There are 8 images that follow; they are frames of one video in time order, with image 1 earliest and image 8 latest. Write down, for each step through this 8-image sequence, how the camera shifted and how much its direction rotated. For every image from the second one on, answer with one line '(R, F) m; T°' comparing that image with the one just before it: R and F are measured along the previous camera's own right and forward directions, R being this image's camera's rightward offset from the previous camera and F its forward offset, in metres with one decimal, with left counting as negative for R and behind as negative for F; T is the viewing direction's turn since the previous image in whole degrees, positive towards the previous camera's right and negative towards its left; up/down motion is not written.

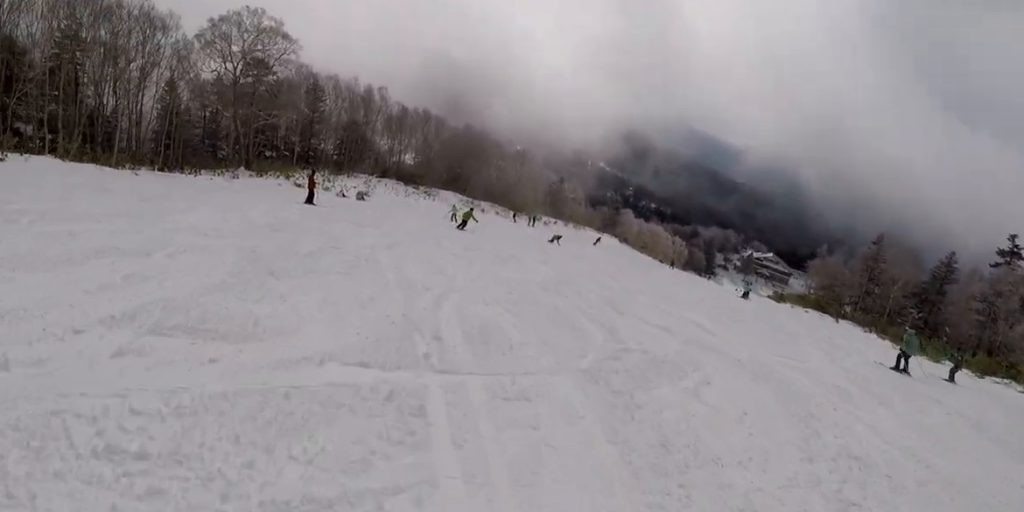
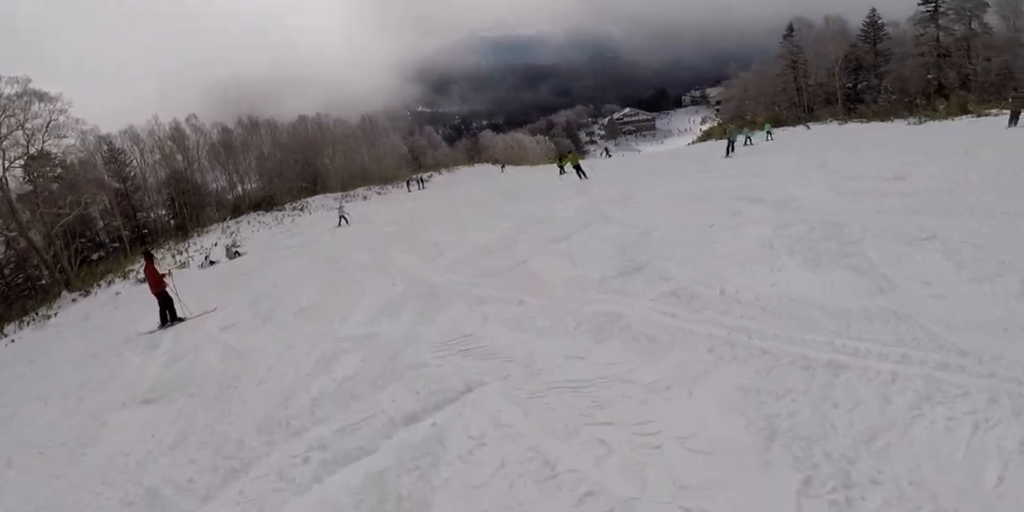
(+0.6, +14.8) m; +27°
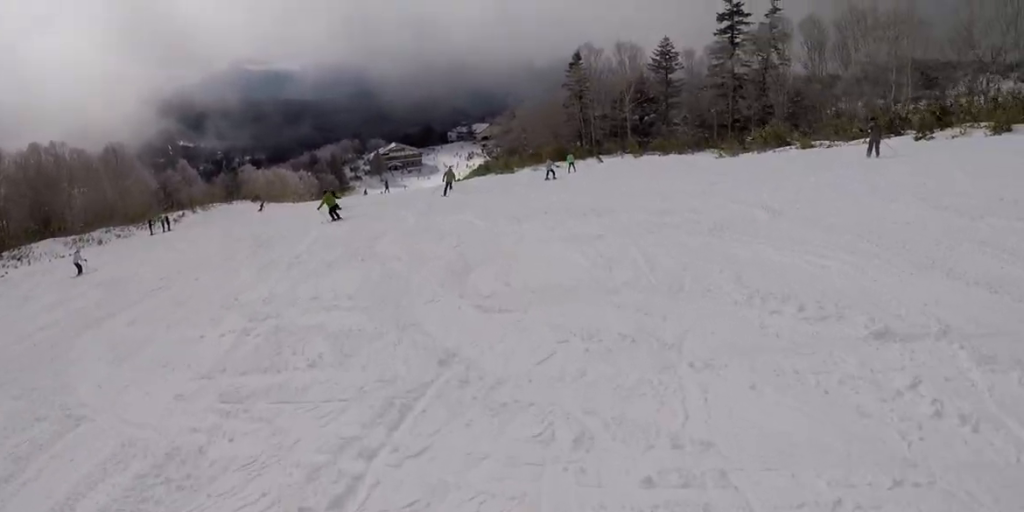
(+1.9, +7.3) m; +17°
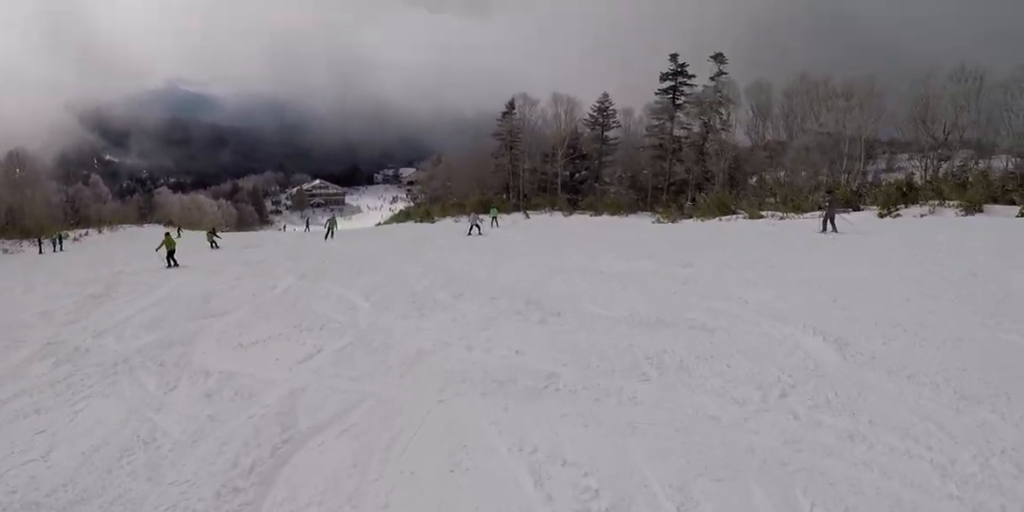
(+0.1, +4.4) m; 0°
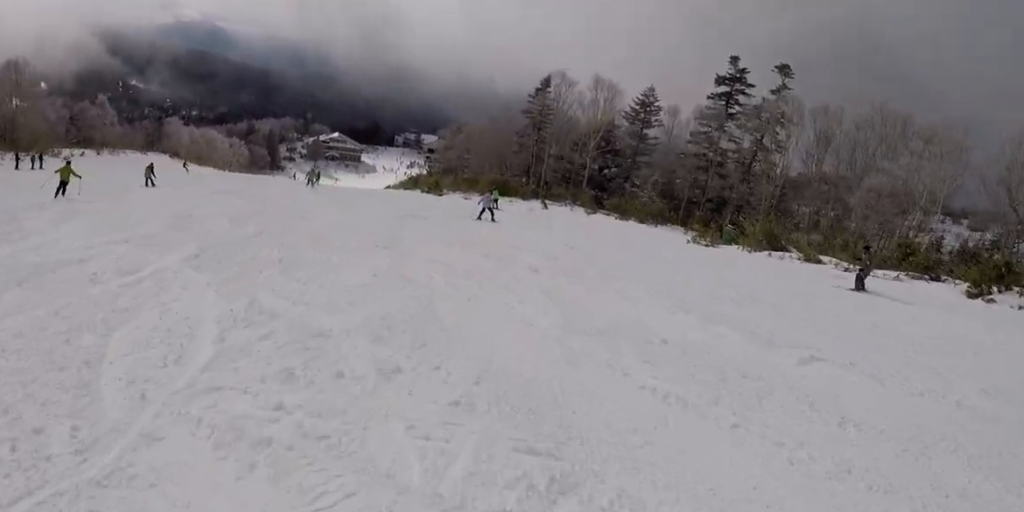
(+0.4, +5.4) m; -12°
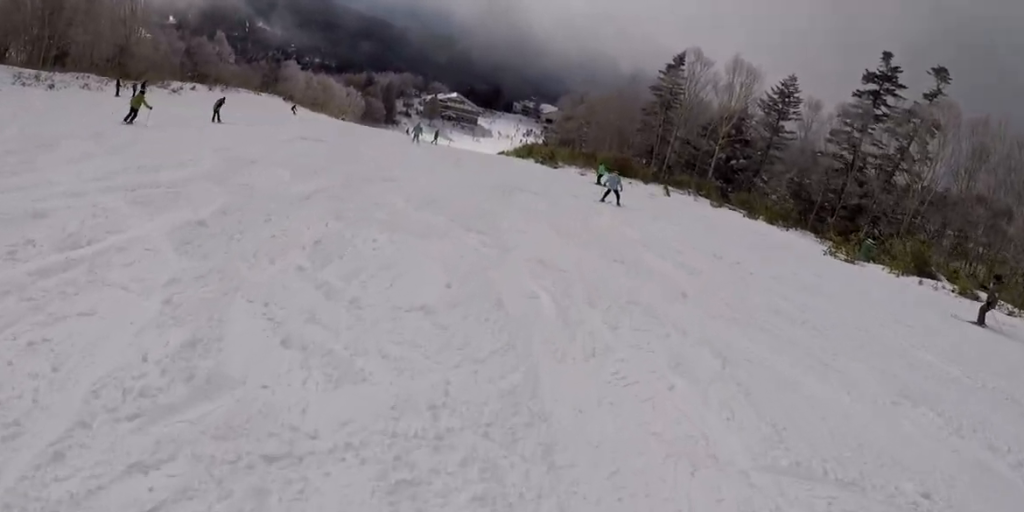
(-0.1, +3.0) m; -7°
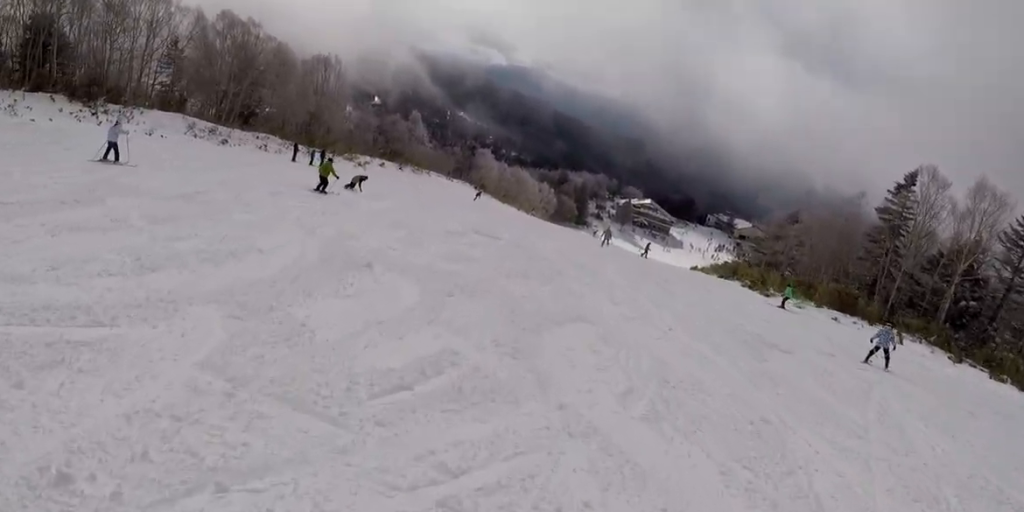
(-1.9, +5.3) m; -11°
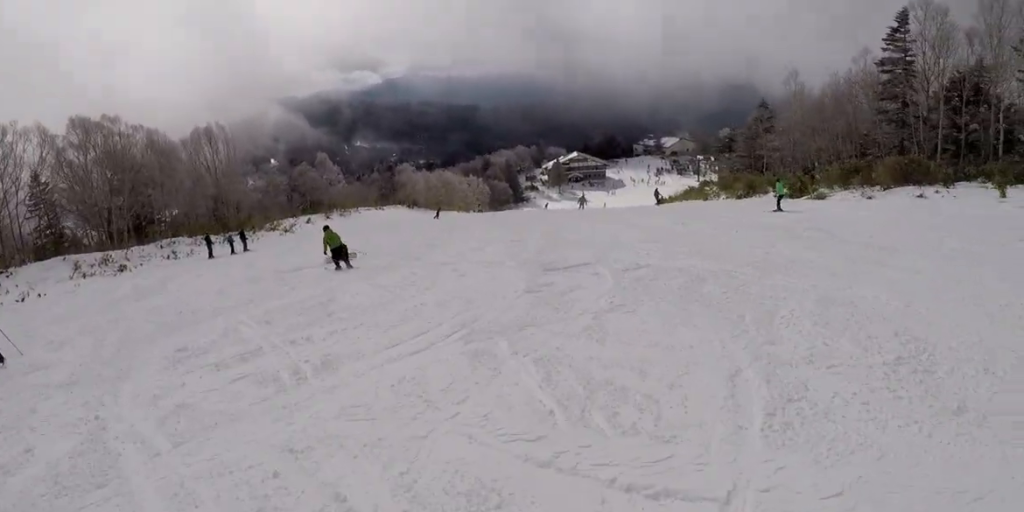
(+1.1, +9.6) m; +9°
